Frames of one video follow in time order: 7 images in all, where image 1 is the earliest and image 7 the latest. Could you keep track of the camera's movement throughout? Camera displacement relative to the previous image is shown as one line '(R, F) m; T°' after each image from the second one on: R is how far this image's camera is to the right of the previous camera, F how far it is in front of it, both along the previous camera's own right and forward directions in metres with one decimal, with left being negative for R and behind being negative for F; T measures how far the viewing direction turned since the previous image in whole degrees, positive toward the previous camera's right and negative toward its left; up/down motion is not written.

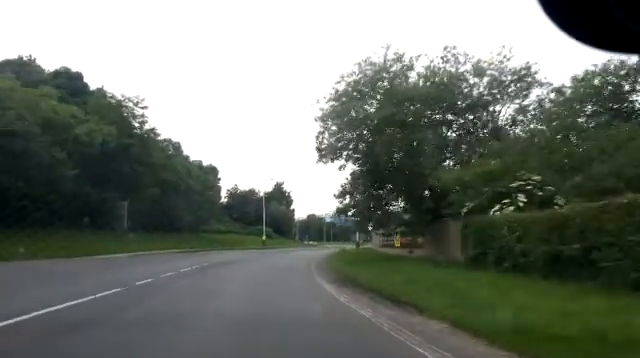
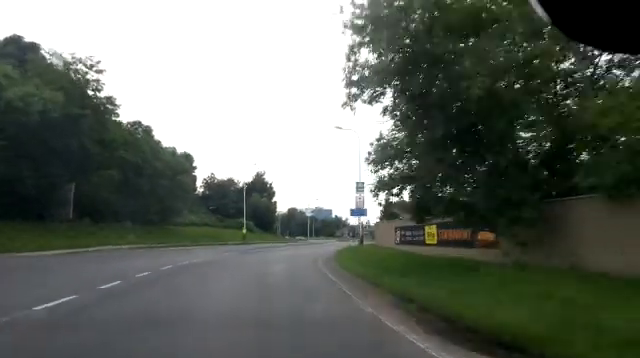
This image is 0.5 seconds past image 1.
(+0.6, +9.5) m; +3°
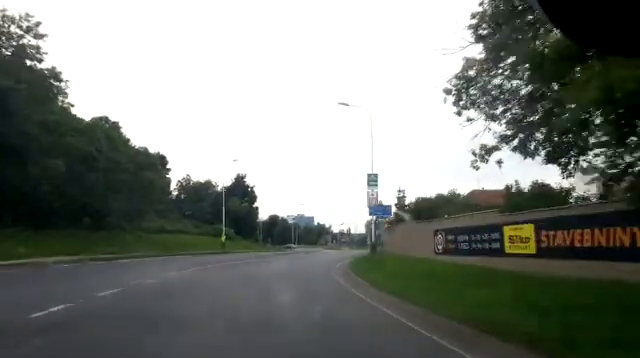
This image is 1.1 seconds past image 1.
(0.0, +9.7) m; +2°
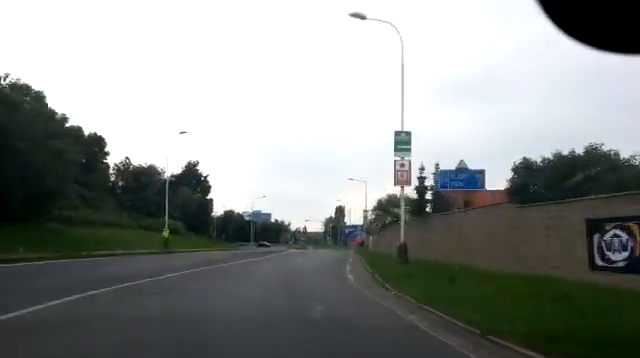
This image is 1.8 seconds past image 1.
(0.0, +13.4) m; +3°
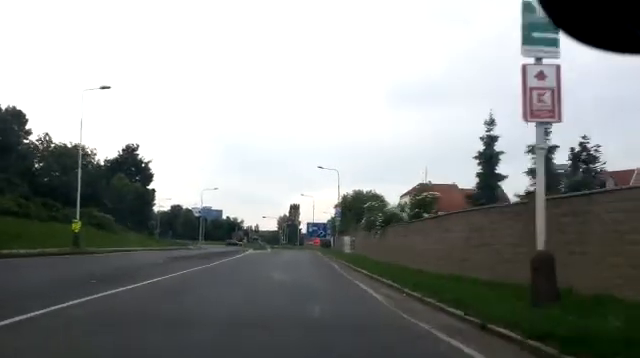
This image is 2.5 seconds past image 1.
(+0.2, +12.2) m; +6°
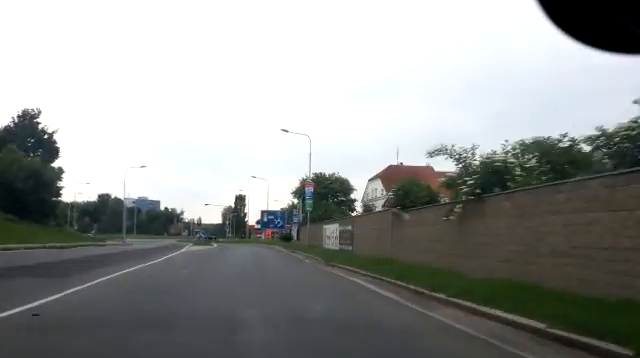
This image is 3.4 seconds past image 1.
(+1.7, +17.5) m; +7°
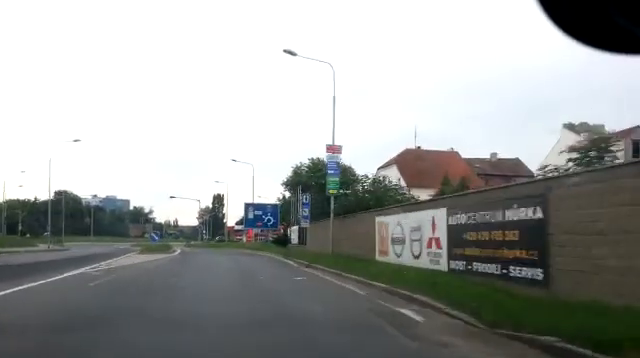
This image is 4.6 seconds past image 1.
(+0.6, +20.5) m; +2°
